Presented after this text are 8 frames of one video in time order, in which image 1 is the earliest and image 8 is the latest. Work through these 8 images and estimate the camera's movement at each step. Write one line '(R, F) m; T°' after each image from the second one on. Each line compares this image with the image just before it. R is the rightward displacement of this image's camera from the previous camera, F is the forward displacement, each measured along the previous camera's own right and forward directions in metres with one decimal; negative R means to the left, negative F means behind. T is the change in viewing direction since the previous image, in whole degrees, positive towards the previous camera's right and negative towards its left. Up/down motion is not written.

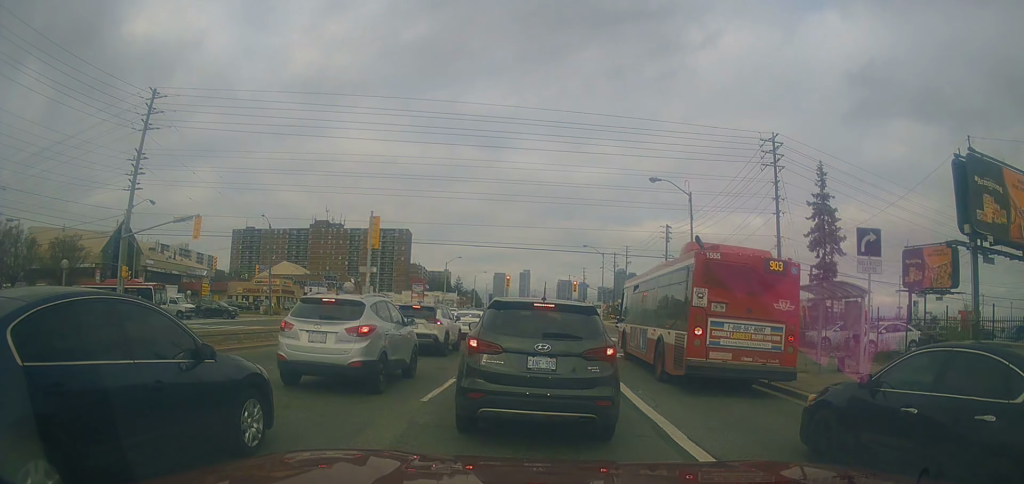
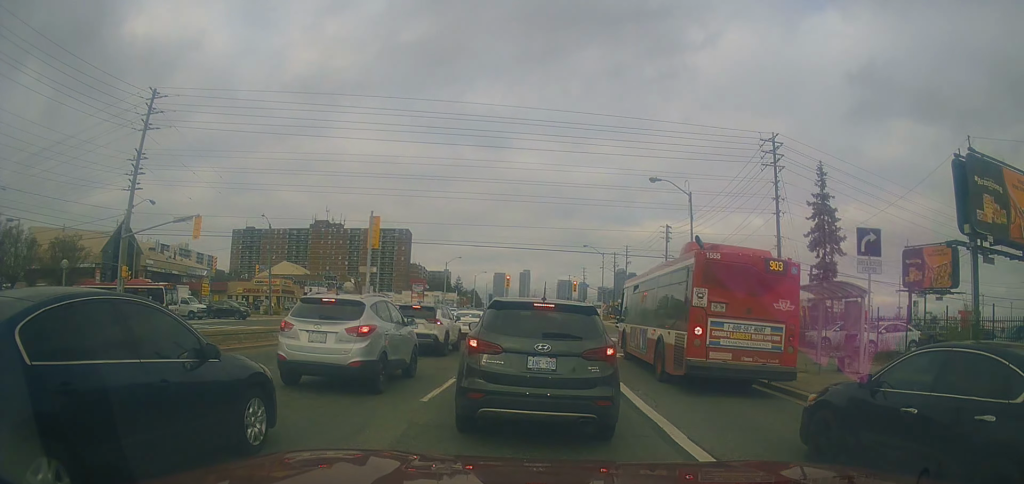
(0.0, 0.0) m; 0°
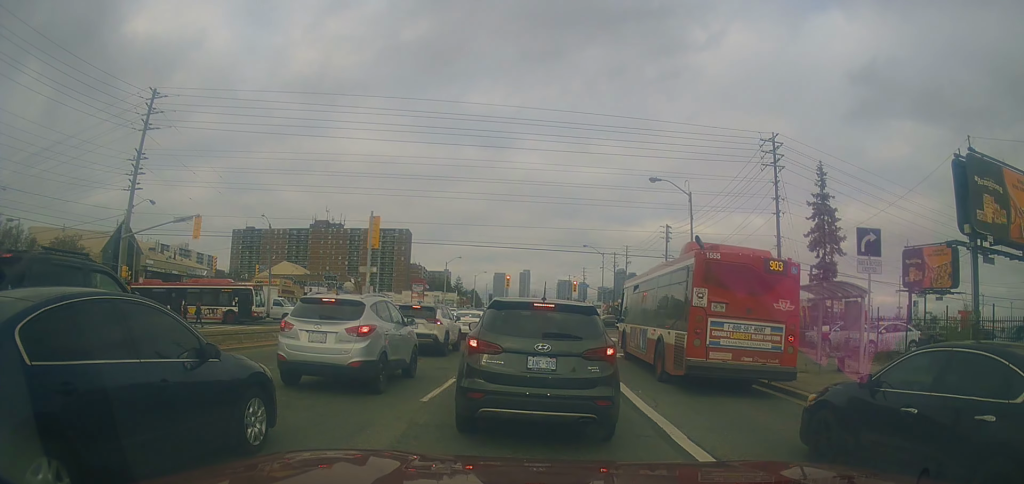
(0.0, 0.0) m; 0°
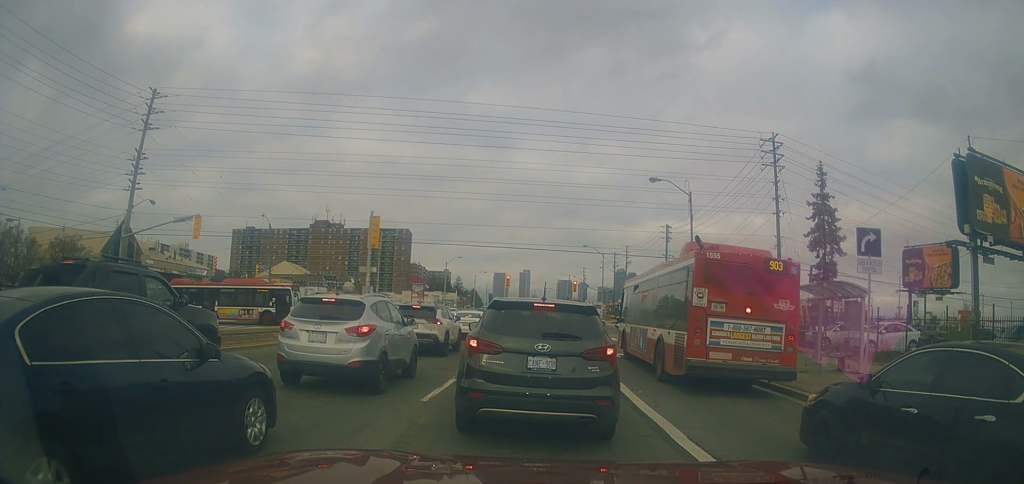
(0.0, 0.0) m; 0°
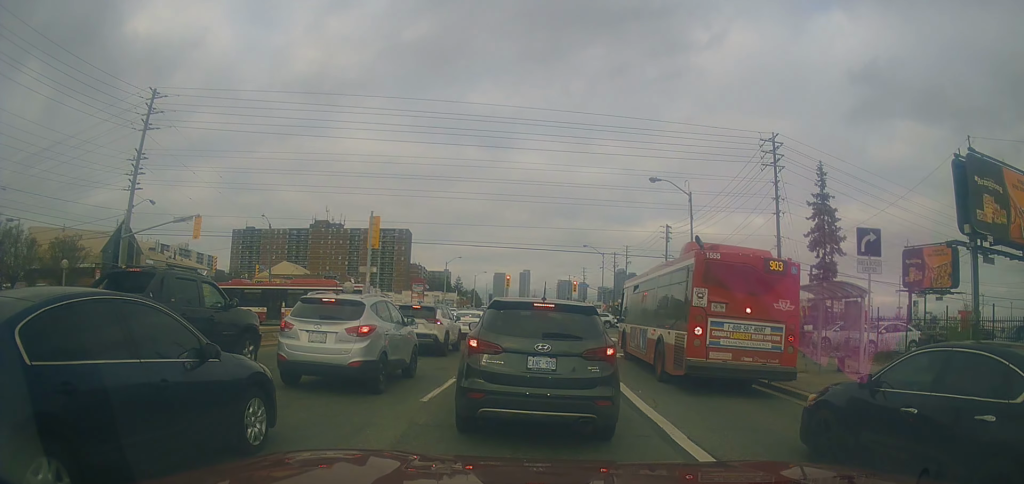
(0.0, 0.0) m; 0°
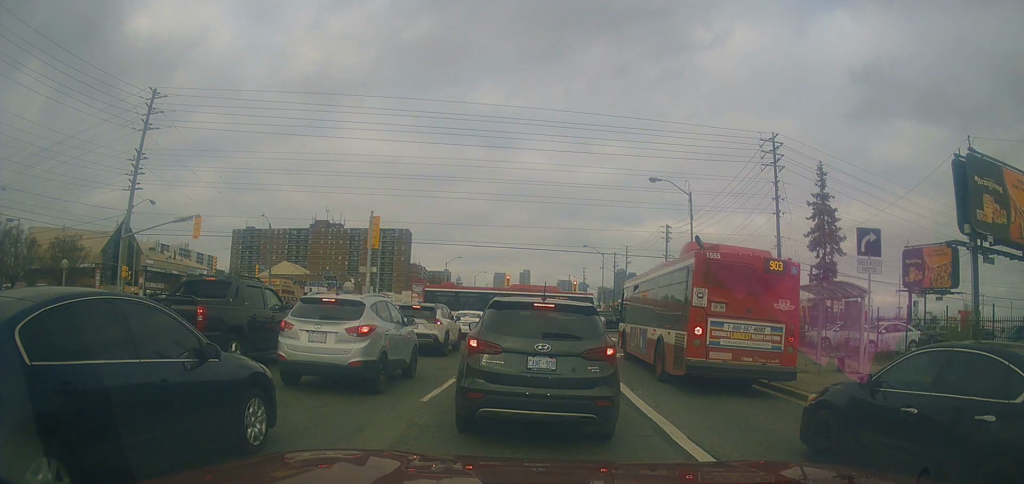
(0.0, 0.0) m; 0°
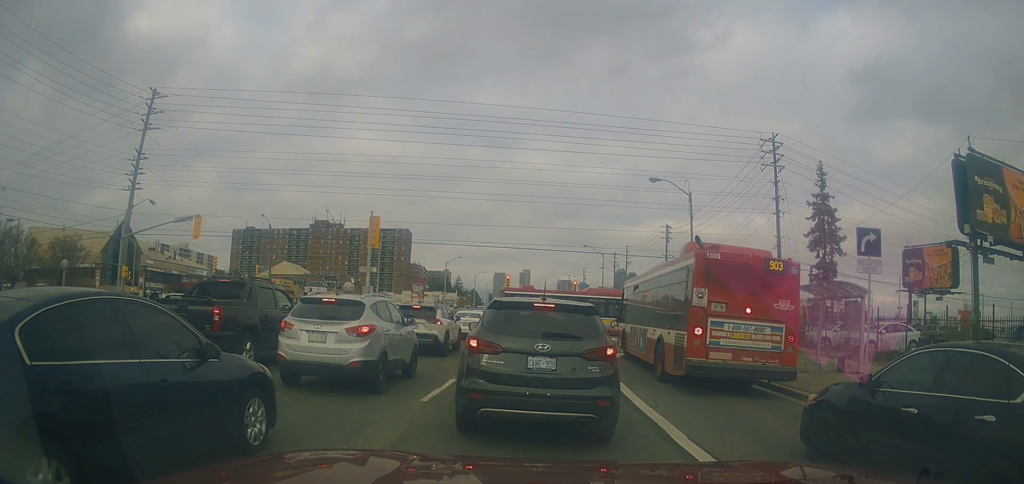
(0.0, 0.0) m; 0°
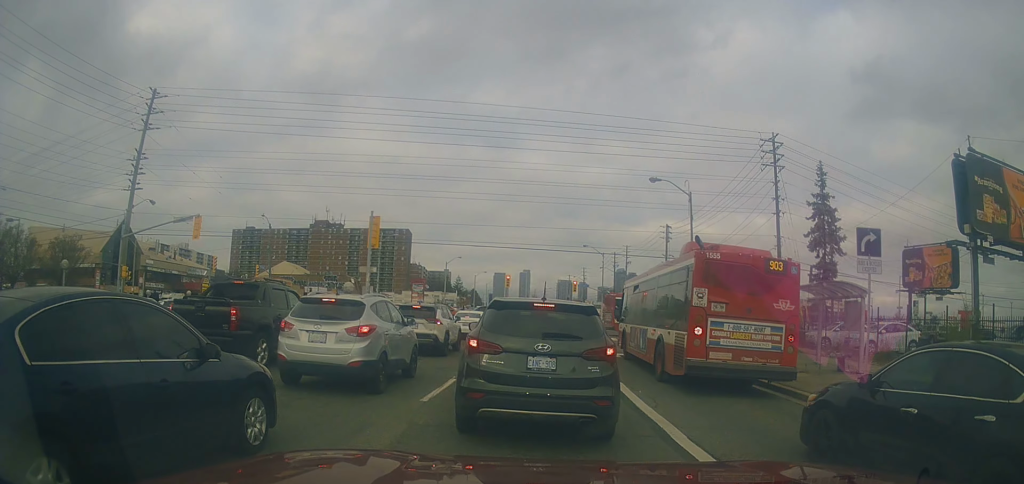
(0.0, 0.0) m; 0°
